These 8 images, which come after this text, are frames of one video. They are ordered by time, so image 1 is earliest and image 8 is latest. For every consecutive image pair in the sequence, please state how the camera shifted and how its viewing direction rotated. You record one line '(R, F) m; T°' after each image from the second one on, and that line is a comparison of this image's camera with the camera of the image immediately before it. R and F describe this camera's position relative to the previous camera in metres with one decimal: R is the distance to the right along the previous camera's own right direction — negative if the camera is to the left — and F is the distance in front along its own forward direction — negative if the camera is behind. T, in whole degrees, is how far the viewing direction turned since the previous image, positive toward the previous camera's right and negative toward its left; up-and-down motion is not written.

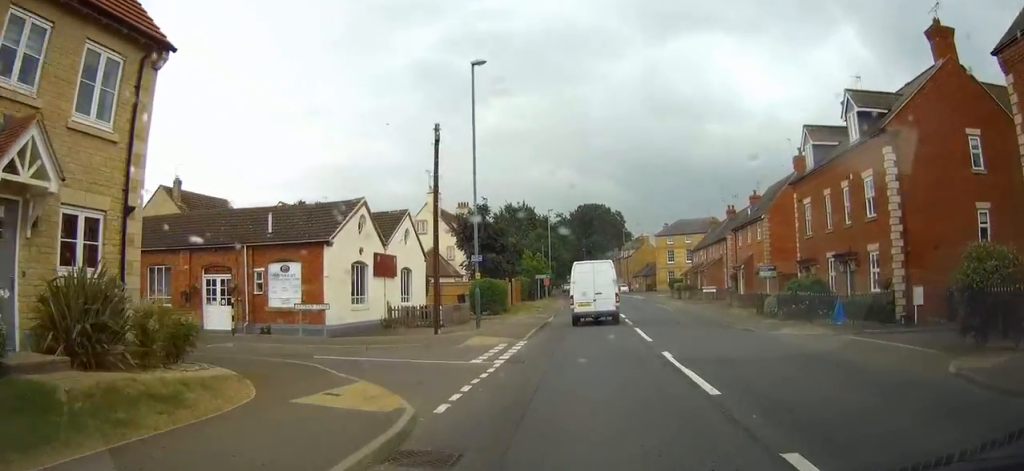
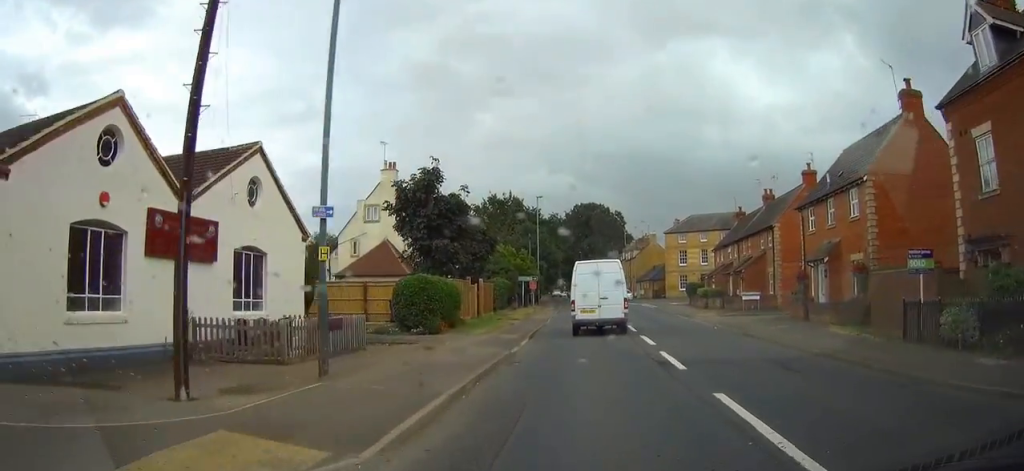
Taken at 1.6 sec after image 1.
(+0.2, +15.4) m; +2°
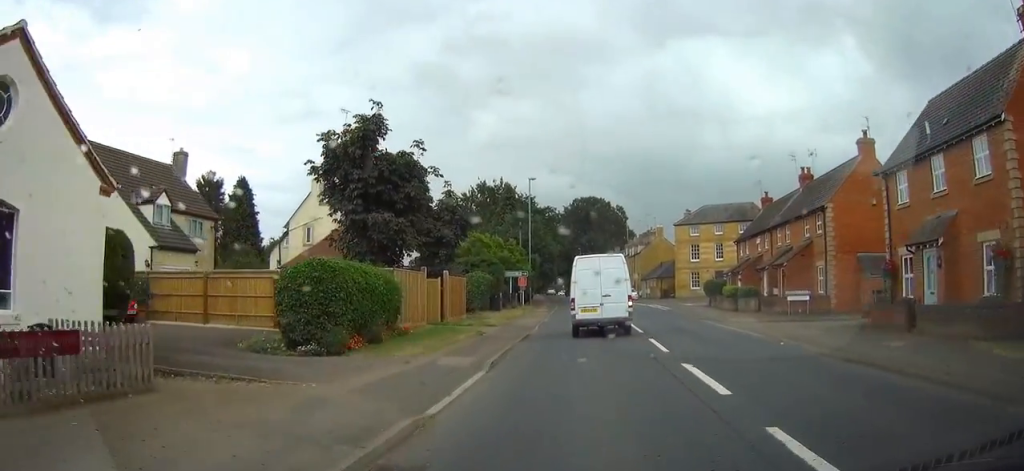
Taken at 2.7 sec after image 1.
(+0.1, +9.6) m; 0°
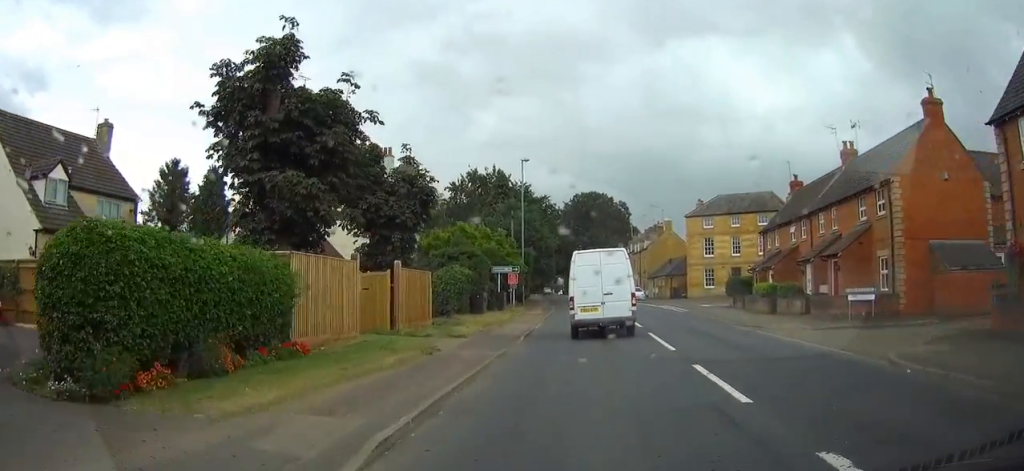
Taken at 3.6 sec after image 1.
(0.0, +7.6) m; -1°
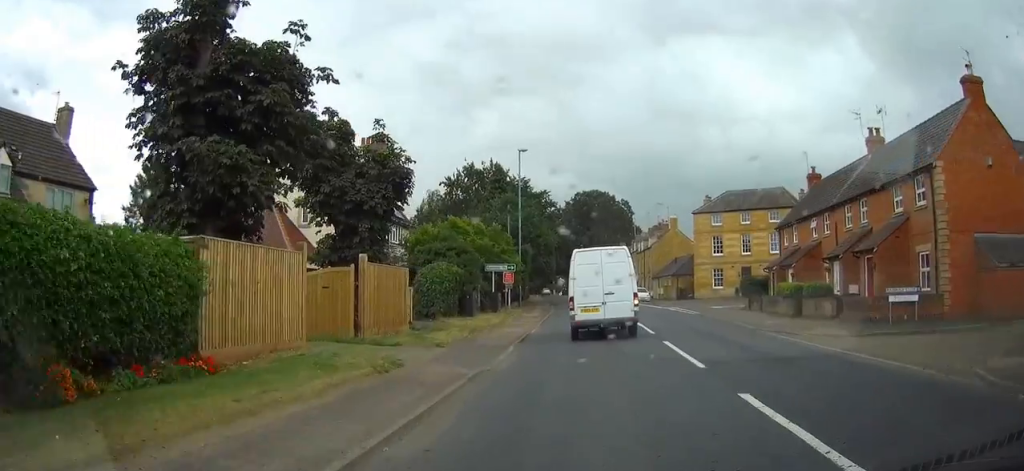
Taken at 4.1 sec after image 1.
(-0.1, +3.6) m; 0°
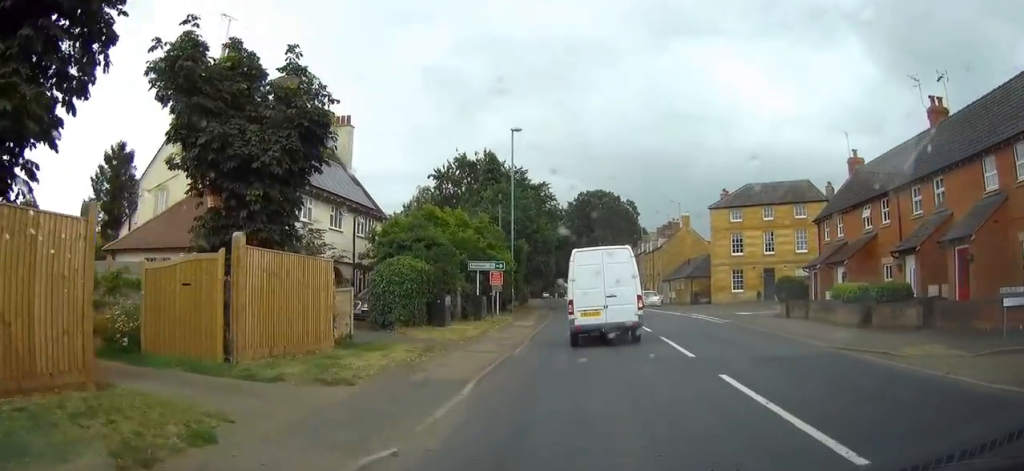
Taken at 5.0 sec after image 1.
(+0.1, +7.1) m; +2°
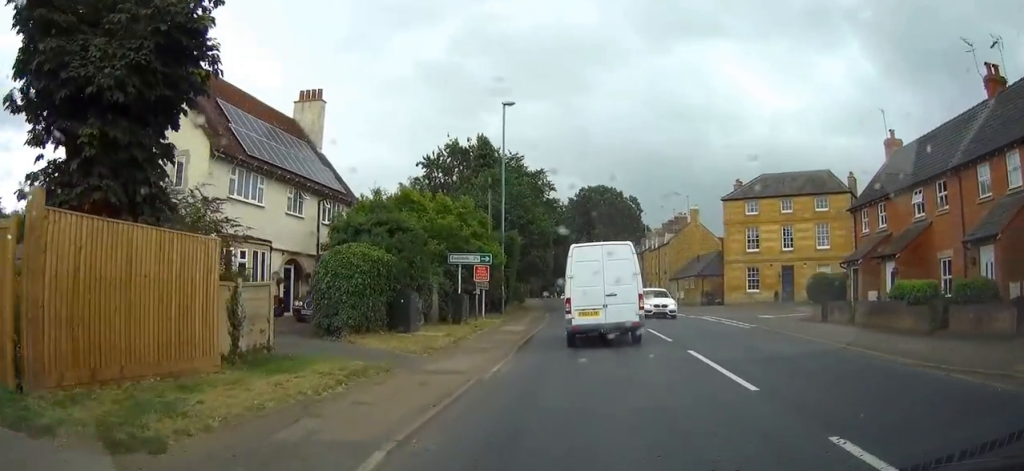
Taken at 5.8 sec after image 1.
(+0.1, +5.2) m; 0°
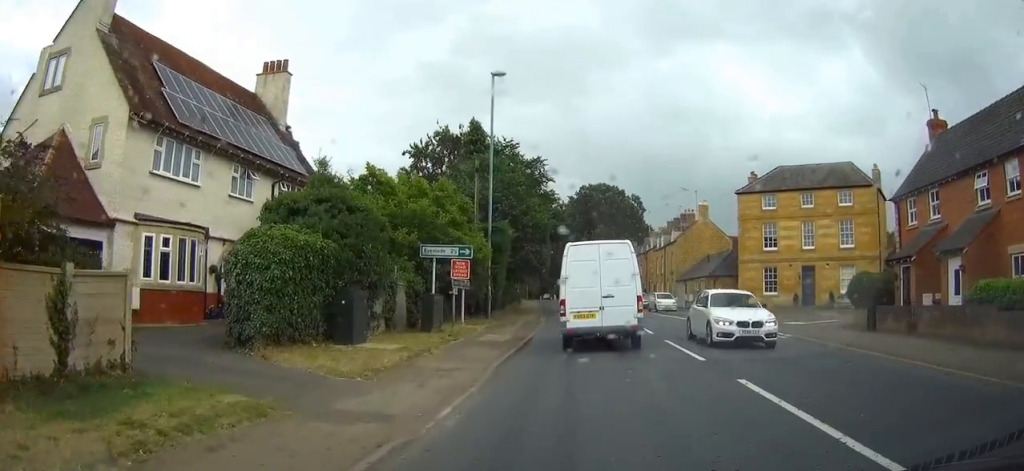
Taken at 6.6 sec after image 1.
(0.0, +5.0) m; -2°
